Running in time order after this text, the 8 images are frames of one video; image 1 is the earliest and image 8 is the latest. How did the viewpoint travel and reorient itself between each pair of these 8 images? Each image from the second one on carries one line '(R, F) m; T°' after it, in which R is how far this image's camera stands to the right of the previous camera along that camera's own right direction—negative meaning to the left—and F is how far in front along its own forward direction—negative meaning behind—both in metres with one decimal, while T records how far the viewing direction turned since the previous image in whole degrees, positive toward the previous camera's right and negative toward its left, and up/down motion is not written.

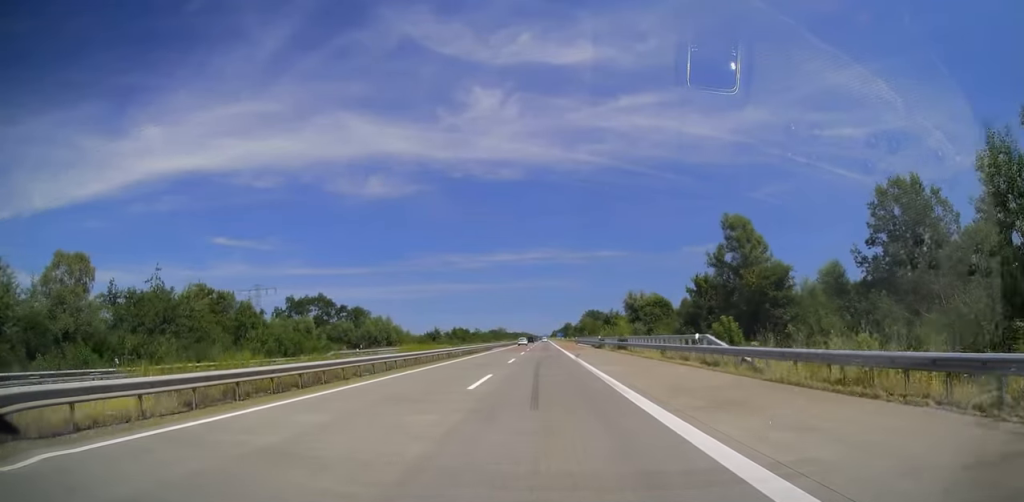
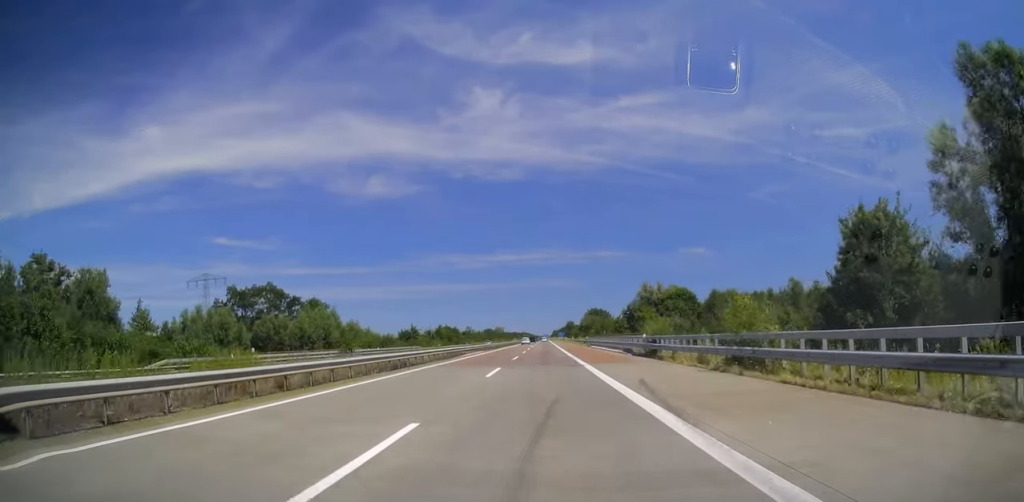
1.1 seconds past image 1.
(+0.3, +31.1) m; 0°
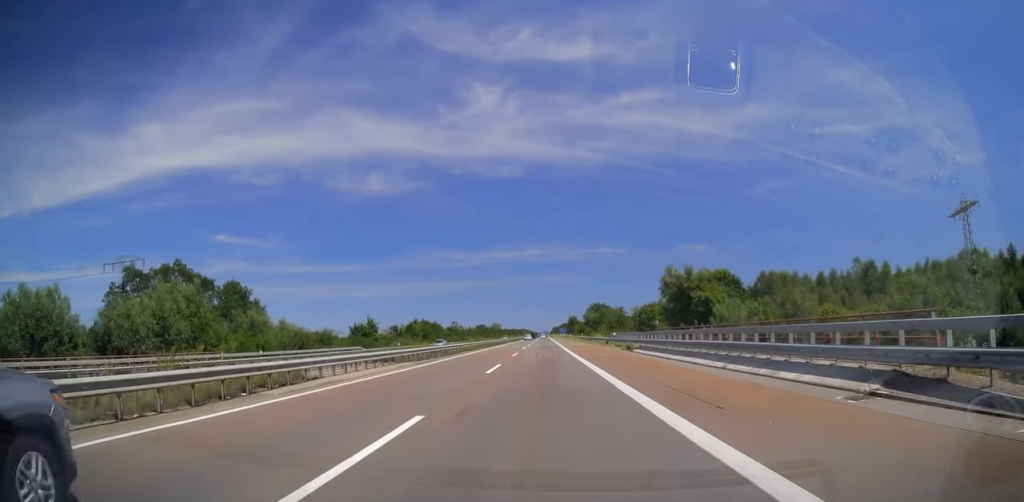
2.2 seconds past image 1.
(0.0, +35.5) m; 0°
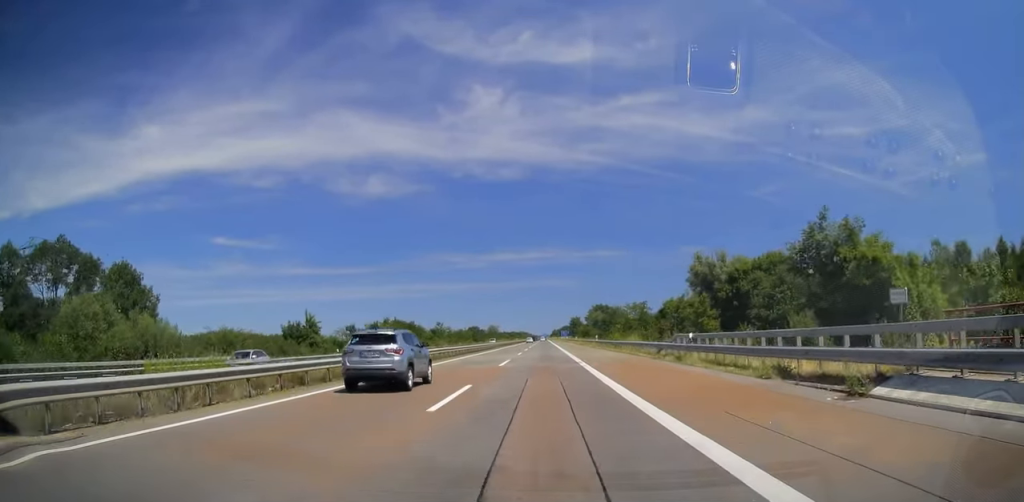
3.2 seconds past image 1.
(0.0, +28.6) m; 0°
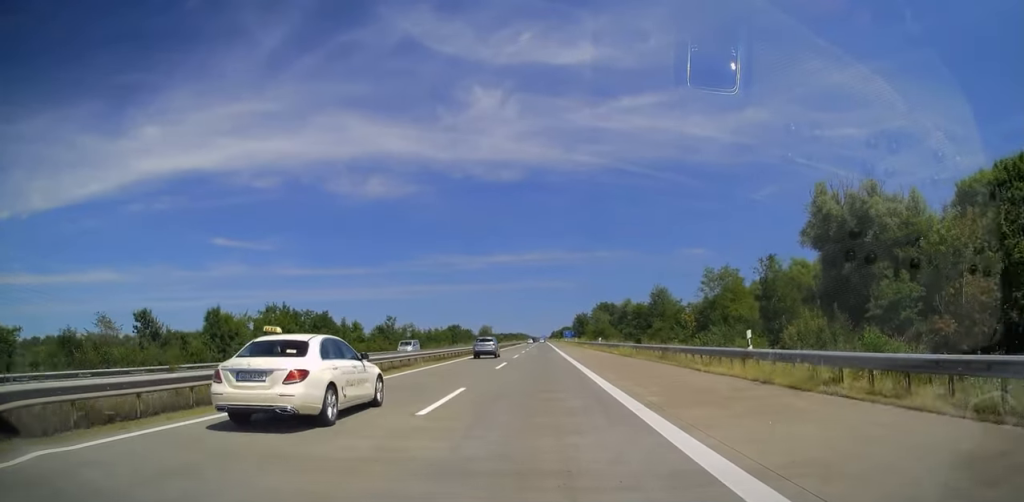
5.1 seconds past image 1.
(-0.3, +54.8) m; -1°
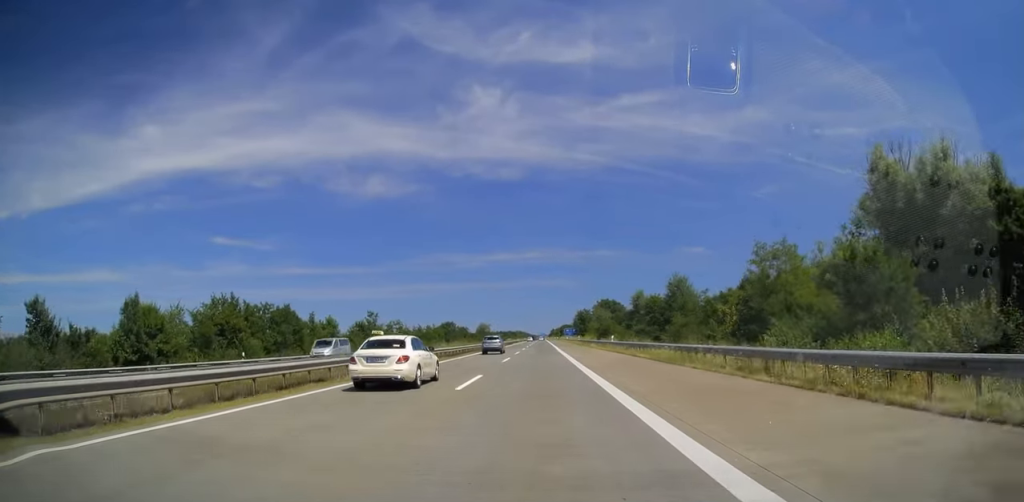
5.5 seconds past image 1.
(-0.2, +12.8) m; 0°
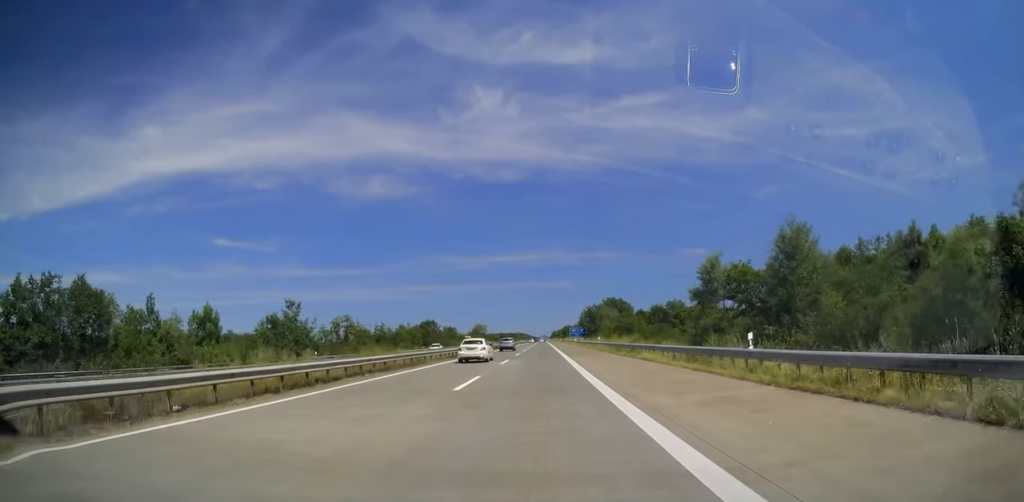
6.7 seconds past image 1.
(+0.4, +36.0) m; +1°
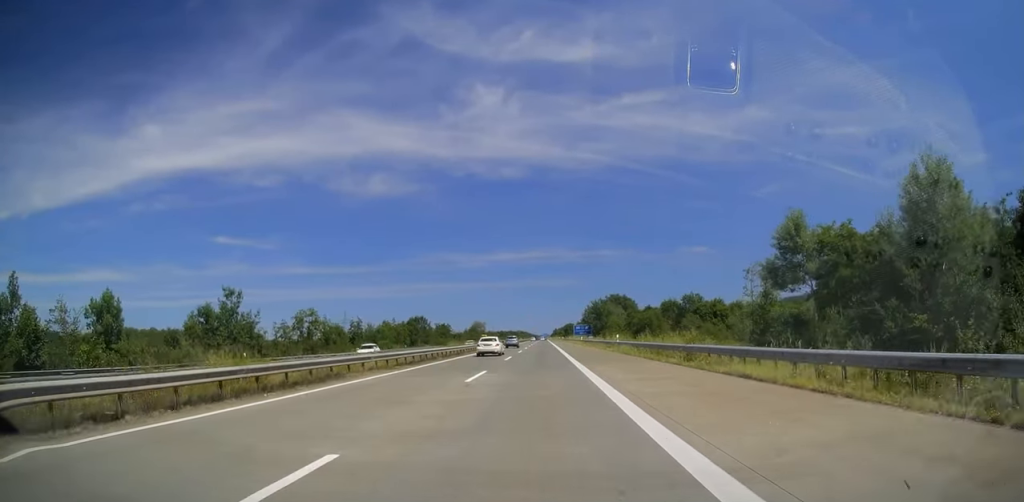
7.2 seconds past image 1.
(0.0, +15.8) m; 0°
